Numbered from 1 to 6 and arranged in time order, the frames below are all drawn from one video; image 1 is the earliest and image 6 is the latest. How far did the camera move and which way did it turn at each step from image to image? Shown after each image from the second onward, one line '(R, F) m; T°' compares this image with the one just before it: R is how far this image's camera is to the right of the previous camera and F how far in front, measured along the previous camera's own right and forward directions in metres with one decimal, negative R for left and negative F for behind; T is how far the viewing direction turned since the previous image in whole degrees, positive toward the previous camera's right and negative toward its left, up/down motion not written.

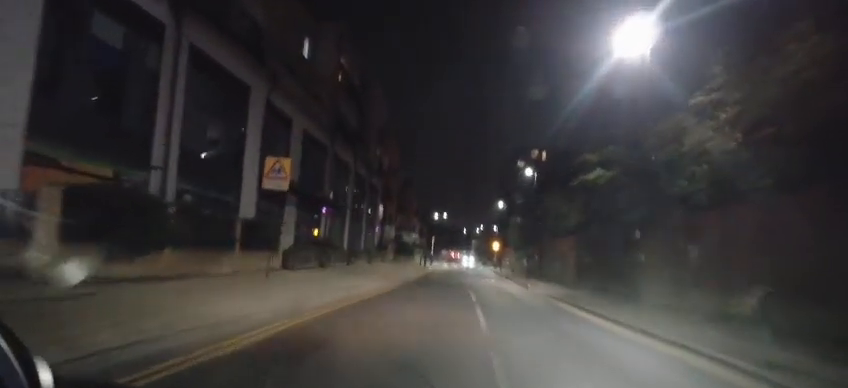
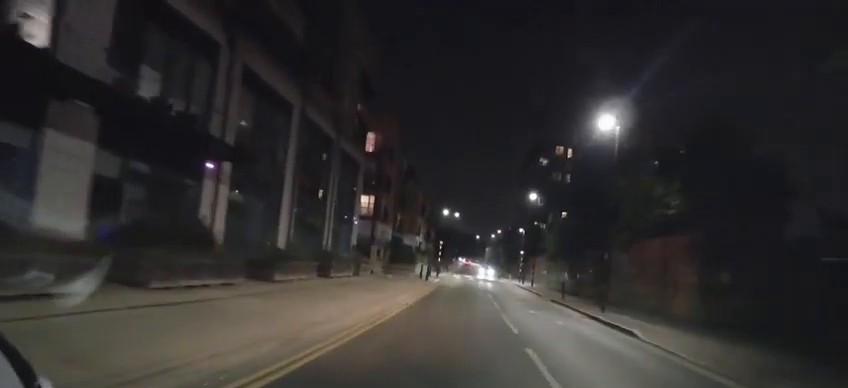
(-0.1, +16.1) m; -2°
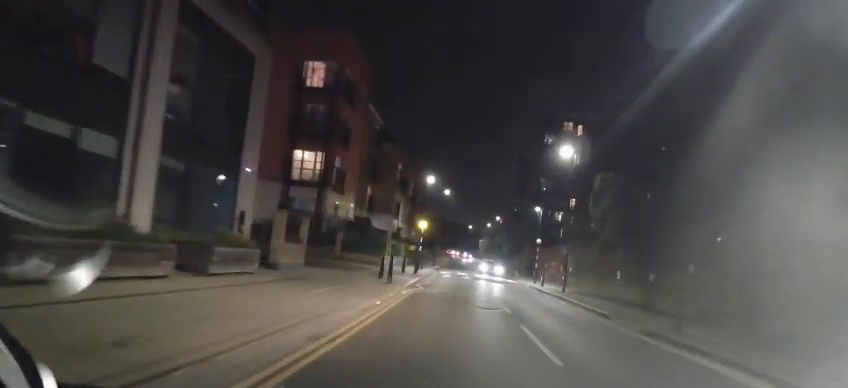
(+0.3, +16.9) m; +4°
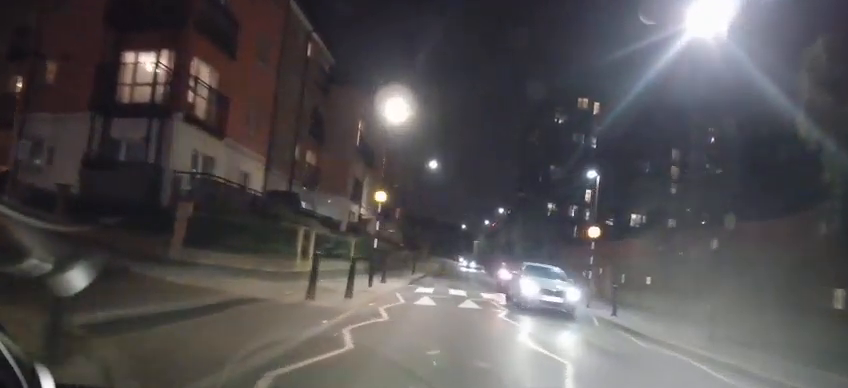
(0.0, +18.0) m; 0°
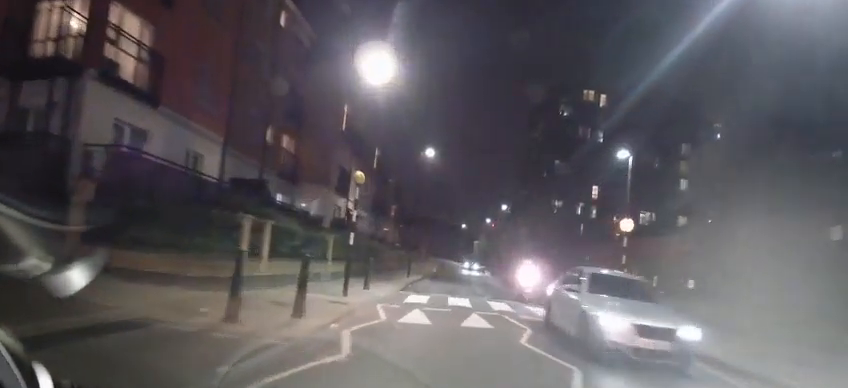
(0.0, +4.2) m; -1°
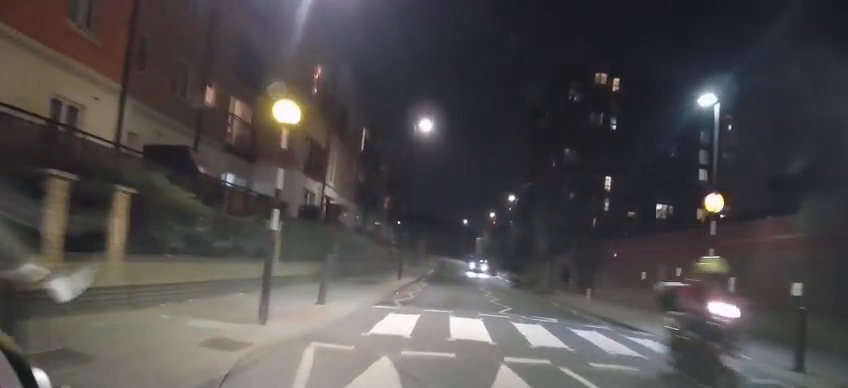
(-0.1, +6.5) m; +1°
